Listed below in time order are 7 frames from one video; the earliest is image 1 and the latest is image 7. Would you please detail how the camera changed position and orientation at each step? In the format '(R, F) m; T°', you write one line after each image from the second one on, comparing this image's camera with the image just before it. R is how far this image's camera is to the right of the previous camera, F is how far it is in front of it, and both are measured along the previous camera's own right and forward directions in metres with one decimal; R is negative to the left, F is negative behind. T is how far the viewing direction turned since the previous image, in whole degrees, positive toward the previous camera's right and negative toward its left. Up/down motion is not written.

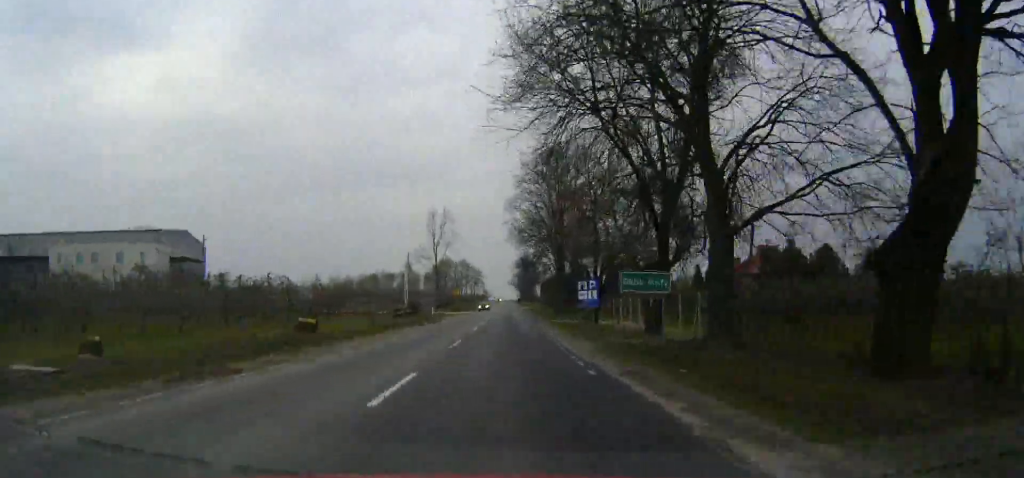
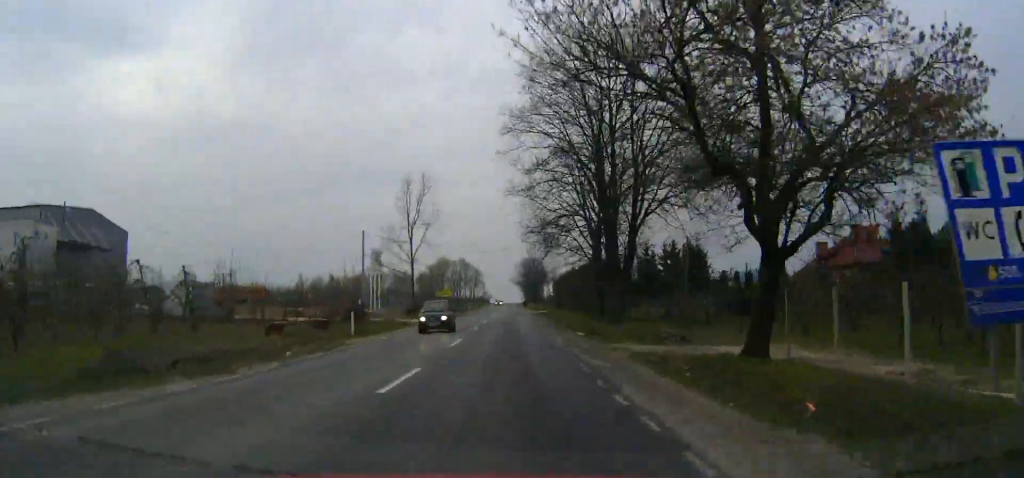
(0.0, +33.9) m; 0°
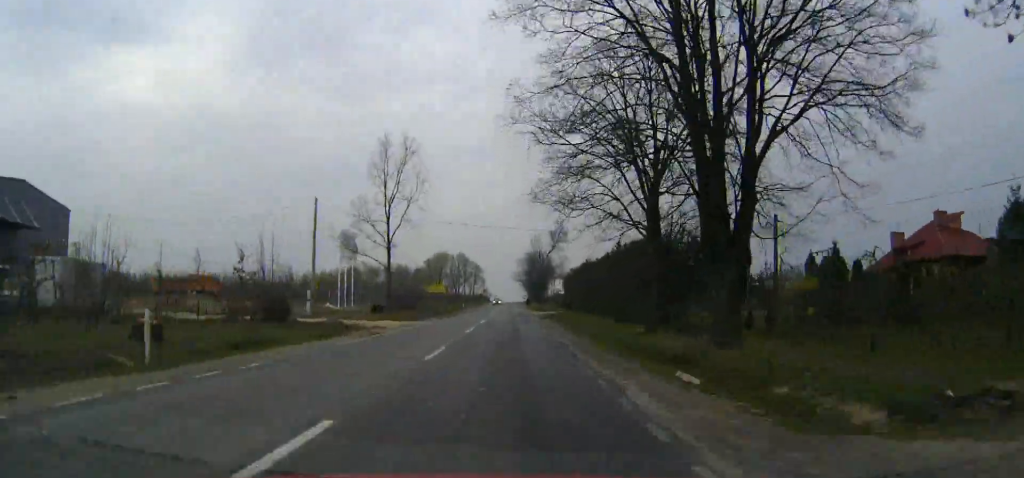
(0.0, +18.8) m; 0°
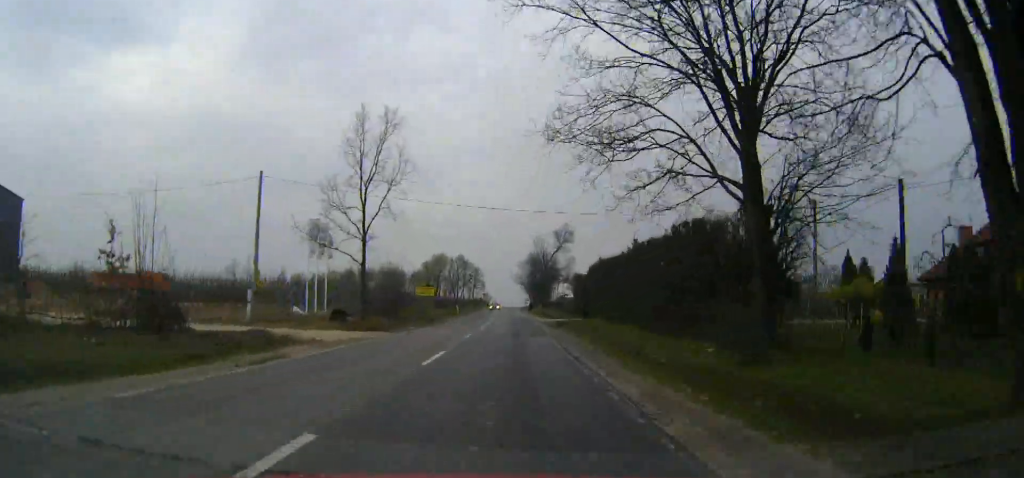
(0.0, +12.6) m; 0°
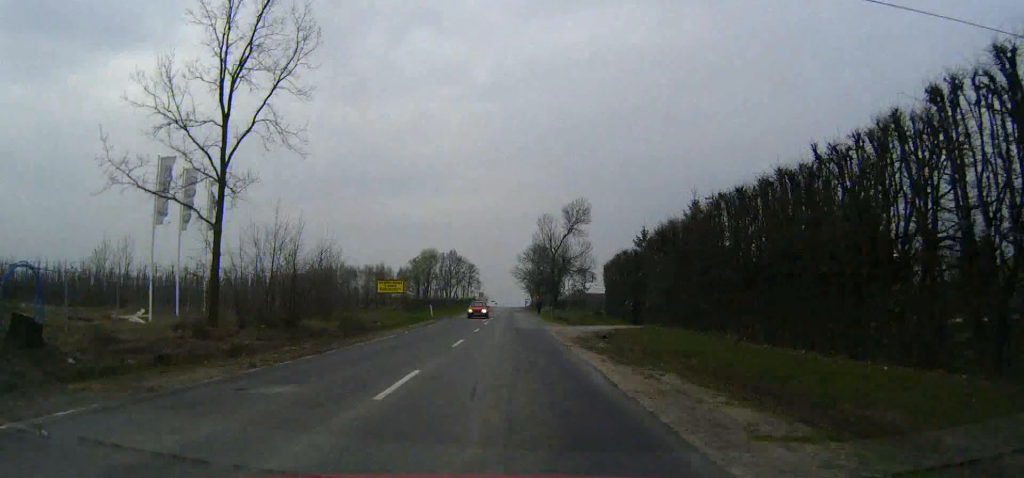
(0.0, +29.2) m; 0°
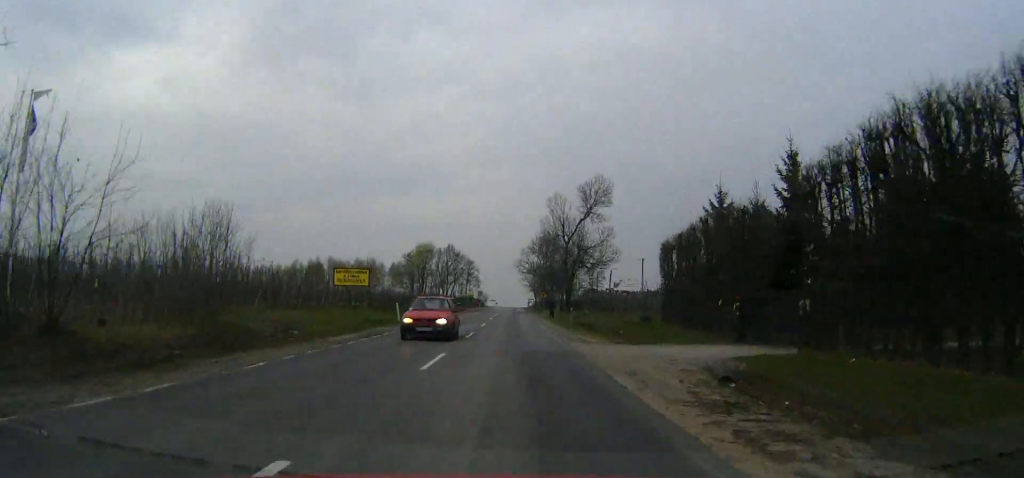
(0.0, +19.8) m; 0°
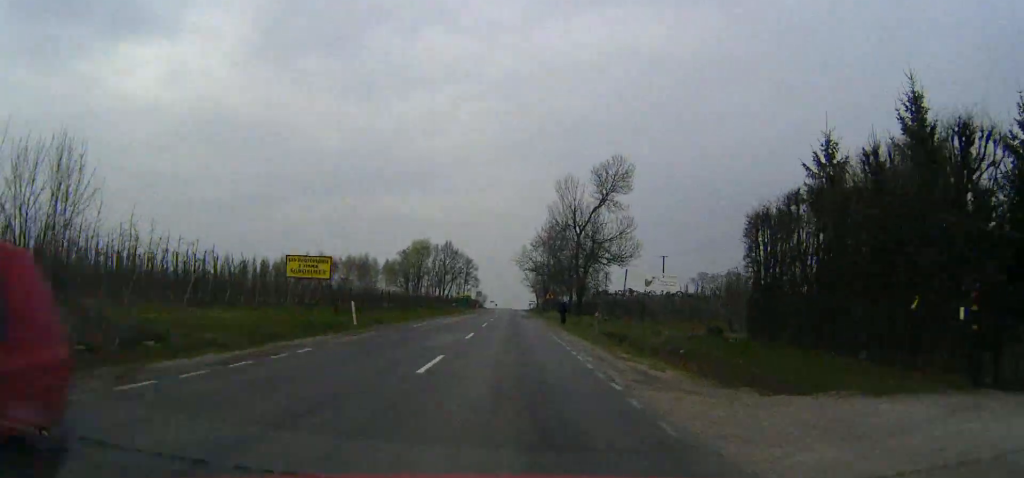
(0.0, +12.7) m; 0°
